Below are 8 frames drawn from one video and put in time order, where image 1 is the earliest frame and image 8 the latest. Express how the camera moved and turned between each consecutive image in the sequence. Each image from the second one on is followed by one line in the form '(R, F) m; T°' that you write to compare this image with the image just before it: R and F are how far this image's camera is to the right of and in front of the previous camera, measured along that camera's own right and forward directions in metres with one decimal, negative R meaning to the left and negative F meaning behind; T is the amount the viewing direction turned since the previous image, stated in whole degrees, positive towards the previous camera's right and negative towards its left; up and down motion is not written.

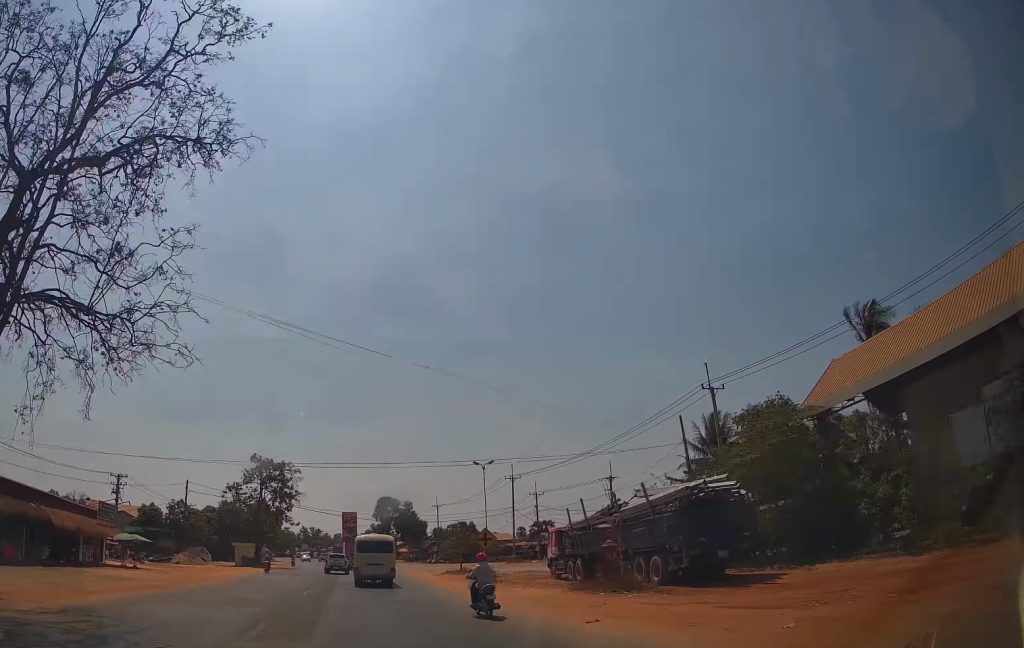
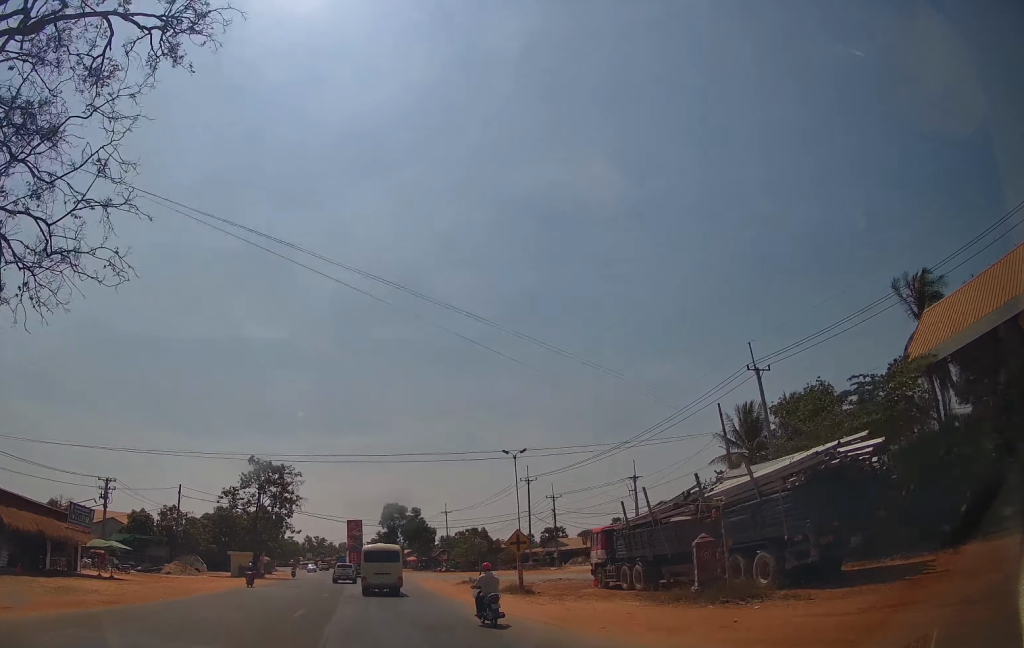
(0.0, +5.8) m; 0°
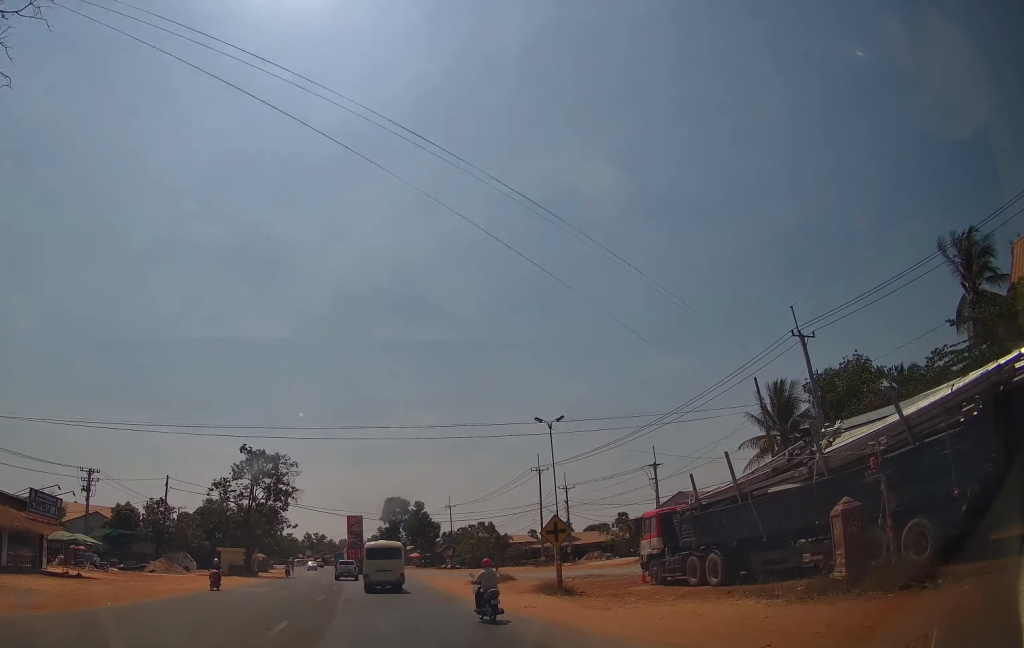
(0.0, +6.0) m; 0°
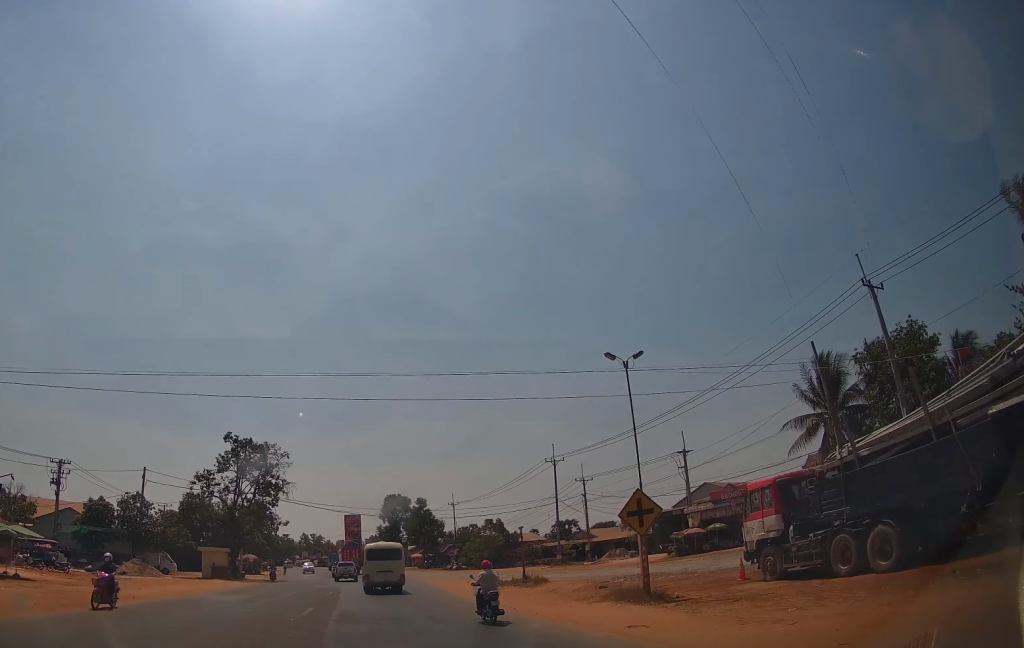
(0.0, +7.8) m; 0°
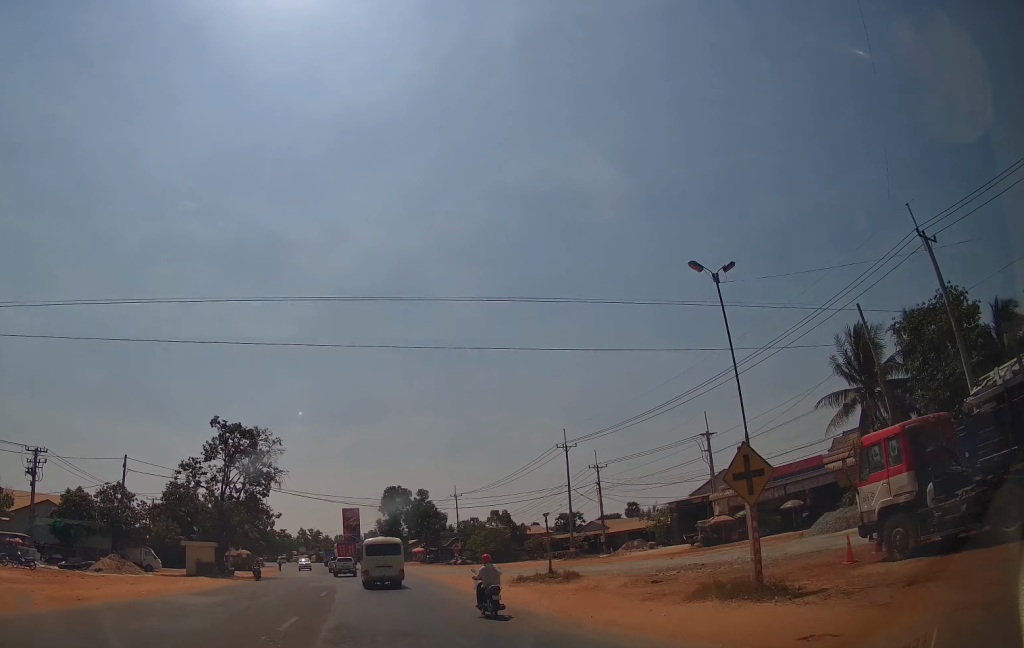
(0.0, +5.1) m; 0°
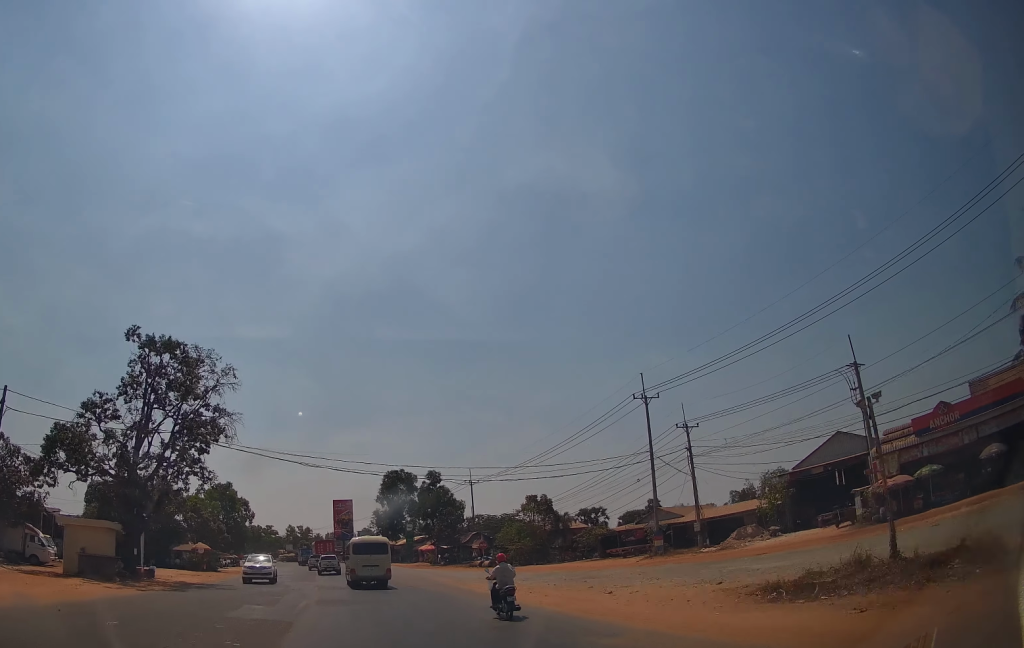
(0.0, +20.5) m; 0°
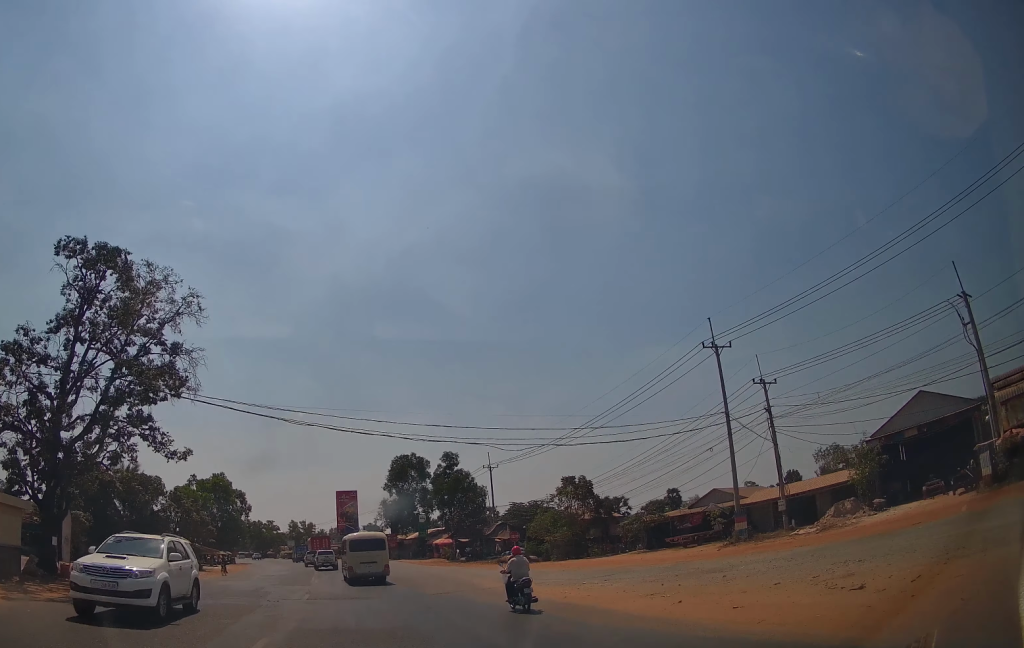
(0.0, +8.9) m; 0°
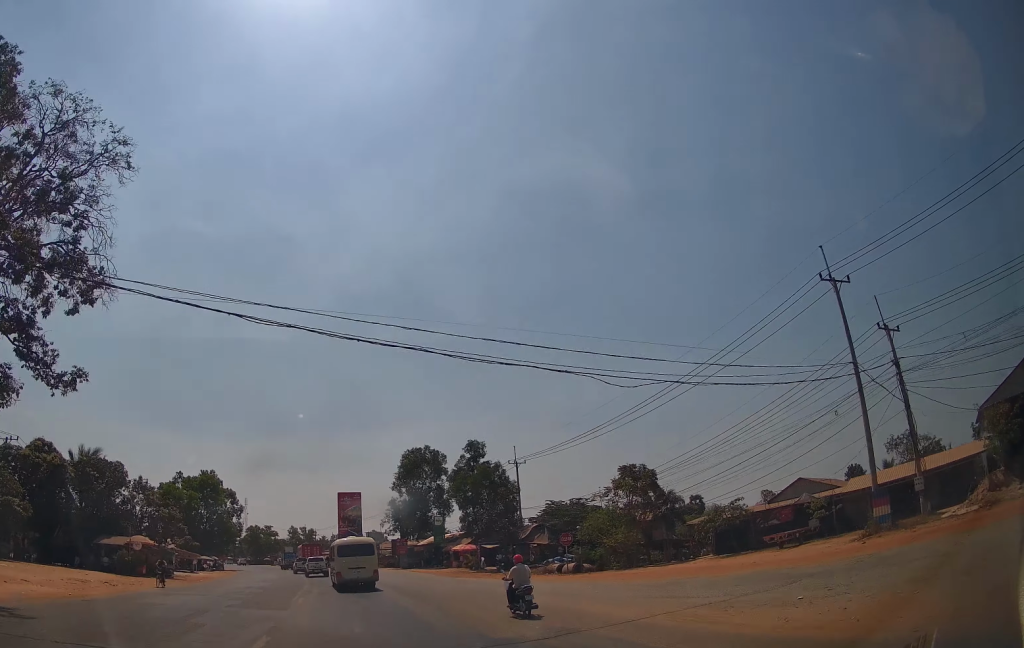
(0.0, +10.0) m; 0°
